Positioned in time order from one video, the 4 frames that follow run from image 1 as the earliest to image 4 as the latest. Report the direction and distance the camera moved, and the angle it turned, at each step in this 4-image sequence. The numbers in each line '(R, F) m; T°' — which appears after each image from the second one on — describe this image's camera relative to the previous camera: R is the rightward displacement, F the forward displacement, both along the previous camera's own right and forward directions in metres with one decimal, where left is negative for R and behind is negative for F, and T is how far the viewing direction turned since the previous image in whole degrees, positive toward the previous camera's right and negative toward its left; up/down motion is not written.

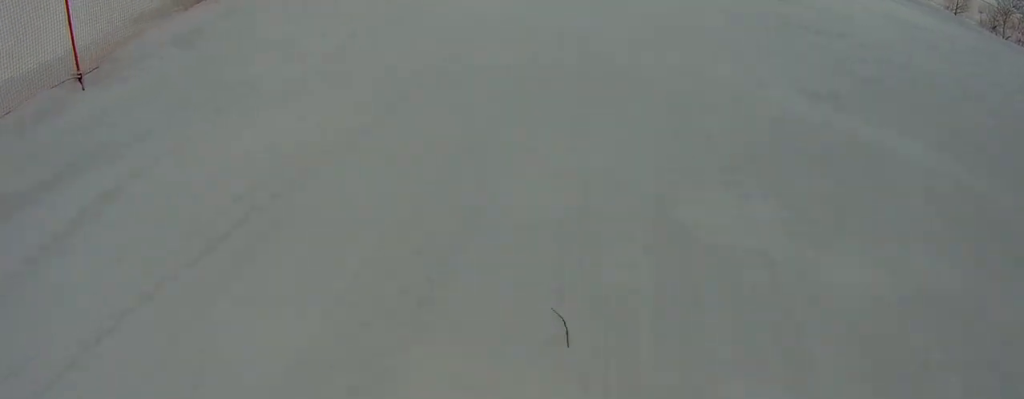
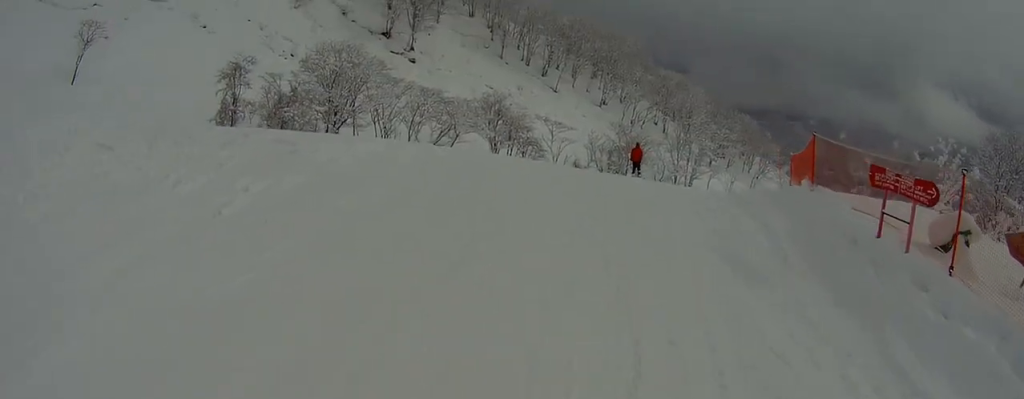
(-0.8, +33.5) m; 0°
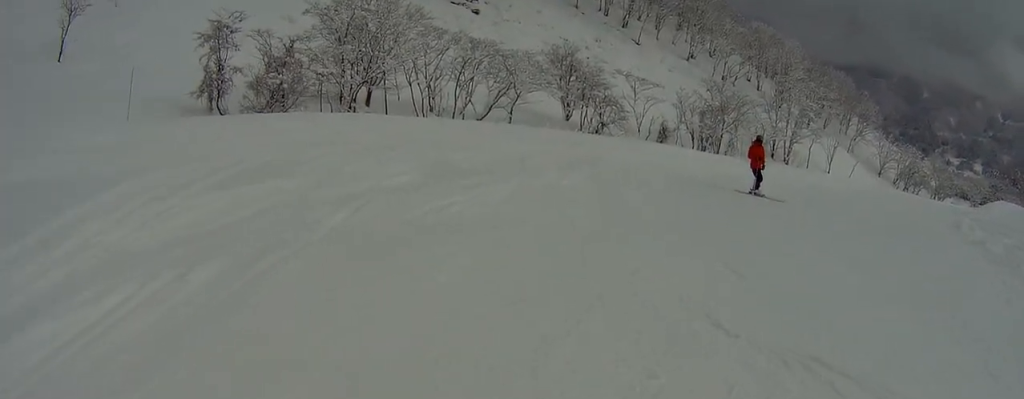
(-2.1, +17.3) m; -10°
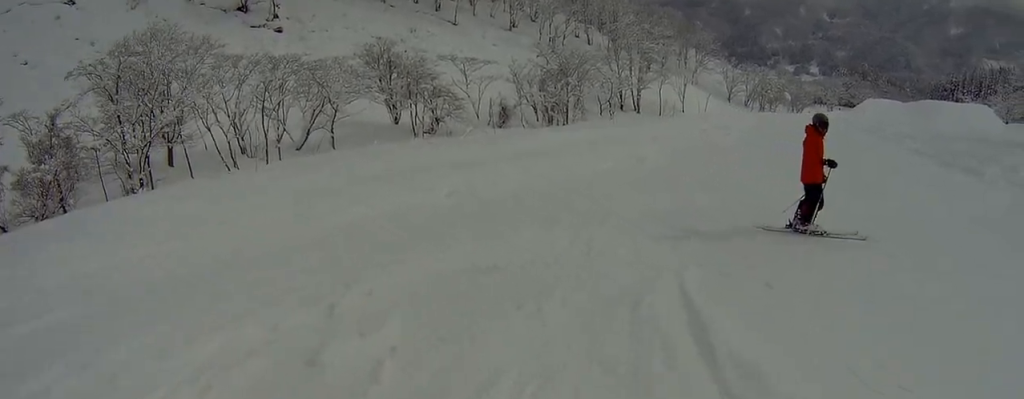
(-0.4, +11.2) m; +6°
